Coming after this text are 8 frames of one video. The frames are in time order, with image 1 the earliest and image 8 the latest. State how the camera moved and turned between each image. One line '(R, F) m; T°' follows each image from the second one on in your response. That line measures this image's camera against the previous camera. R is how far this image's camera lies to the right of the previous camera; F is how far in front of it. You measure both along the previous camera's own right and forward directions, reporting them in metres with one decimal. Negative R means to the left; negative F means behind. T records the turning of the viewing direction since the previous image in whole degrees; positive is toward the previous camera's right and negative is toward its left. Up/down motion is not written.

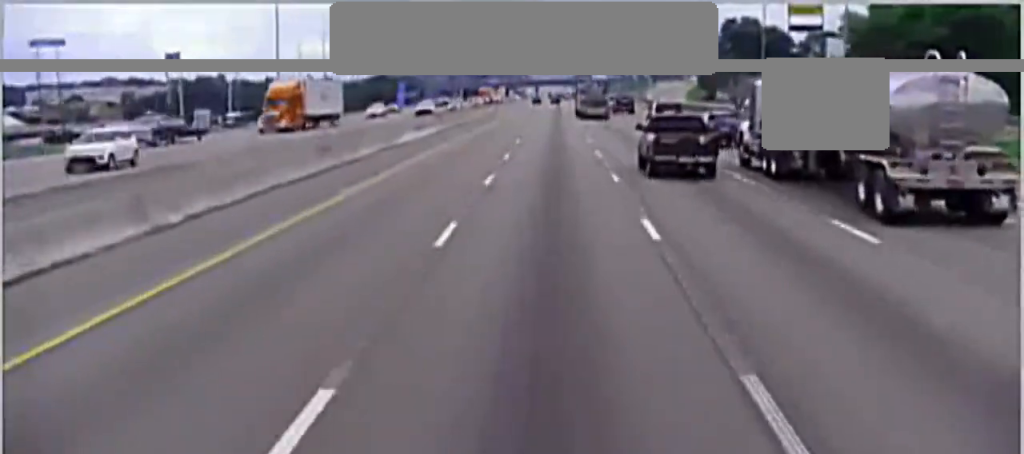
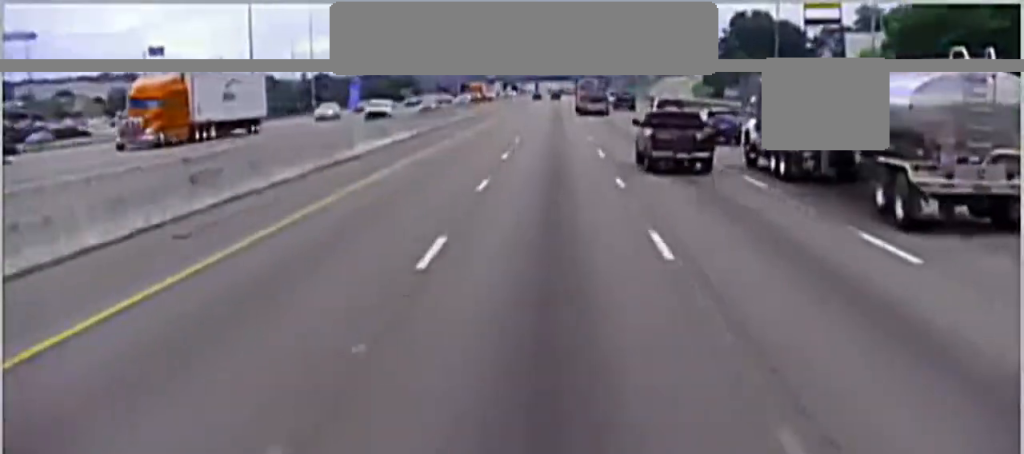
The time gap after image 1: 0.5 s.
(+0.2, +14.7) m; 0°
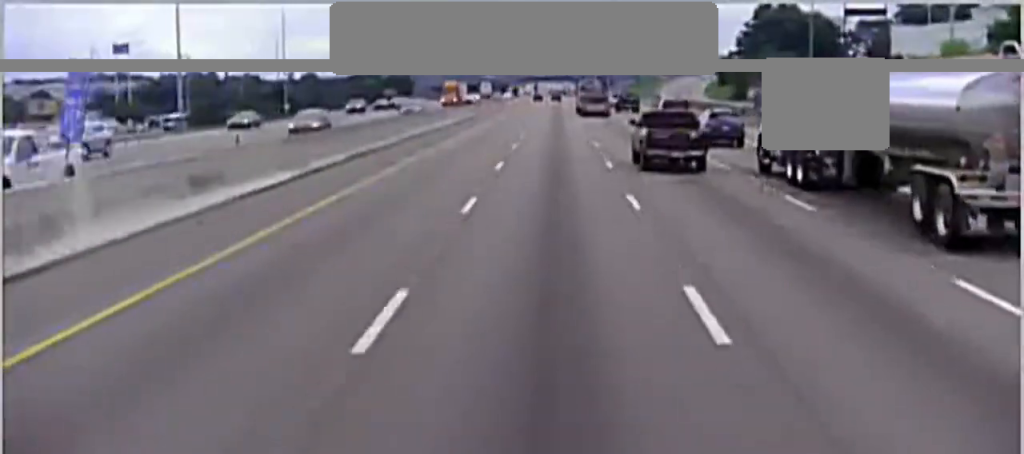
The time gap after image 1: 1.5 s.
(0.0, +30.5) m; 0°
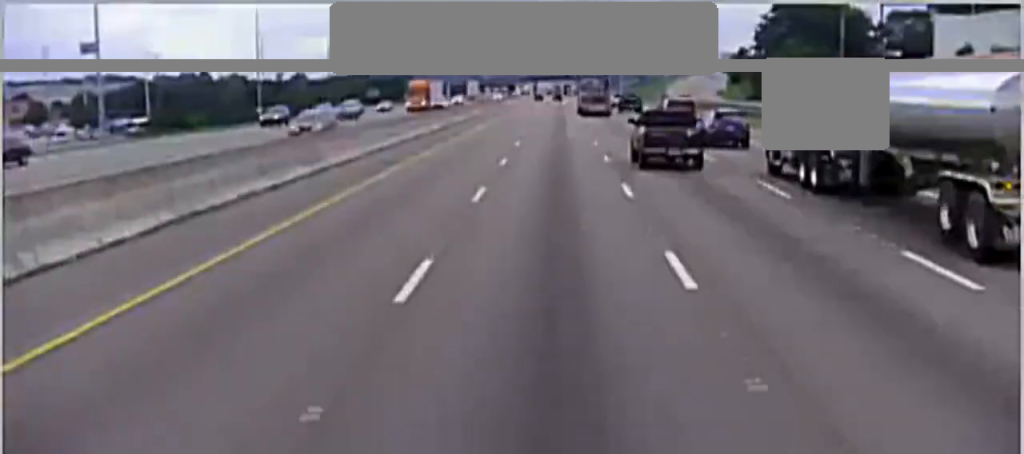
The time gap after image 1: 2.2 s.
(-0.1, +23.9) m; 0°
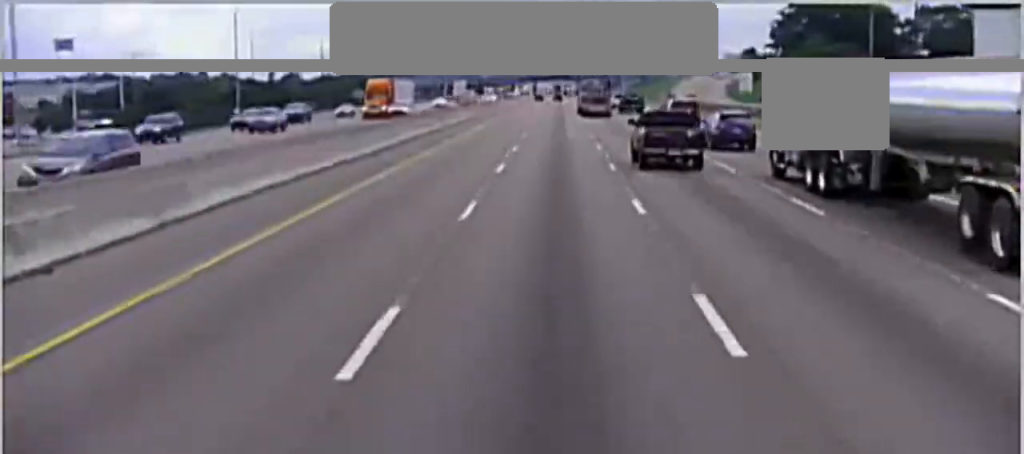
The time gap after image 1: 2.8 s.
(0.0, +18.4) m; 0°
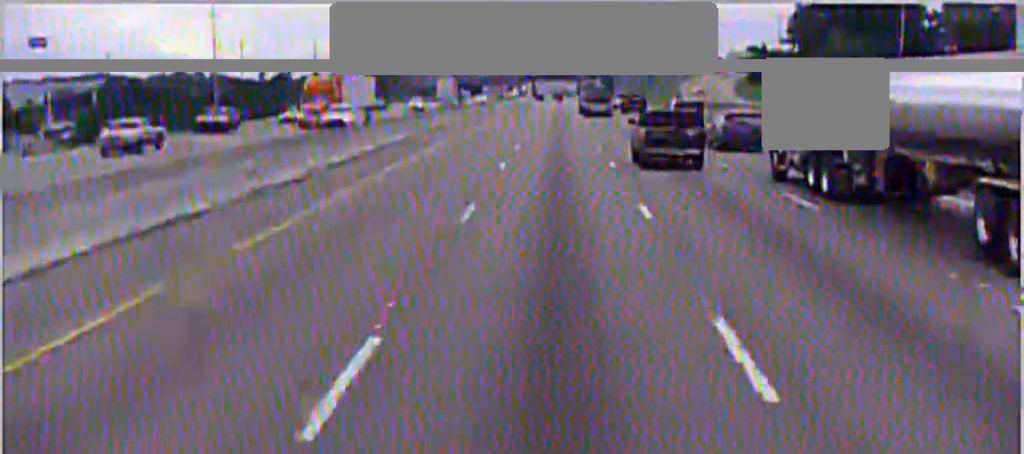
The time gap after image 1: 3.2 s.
(0.0, +16.1) m; 0°
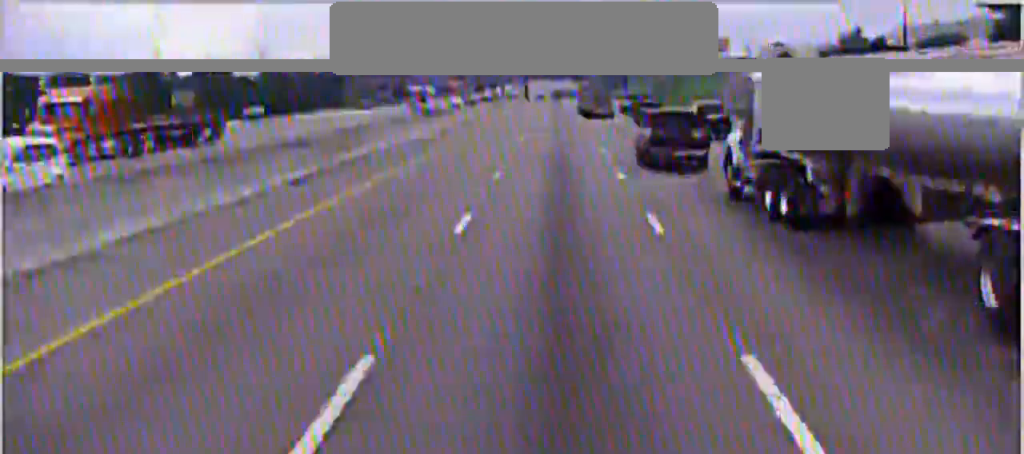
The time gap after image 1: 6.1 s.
(-0.5, +94.8) m; -1°
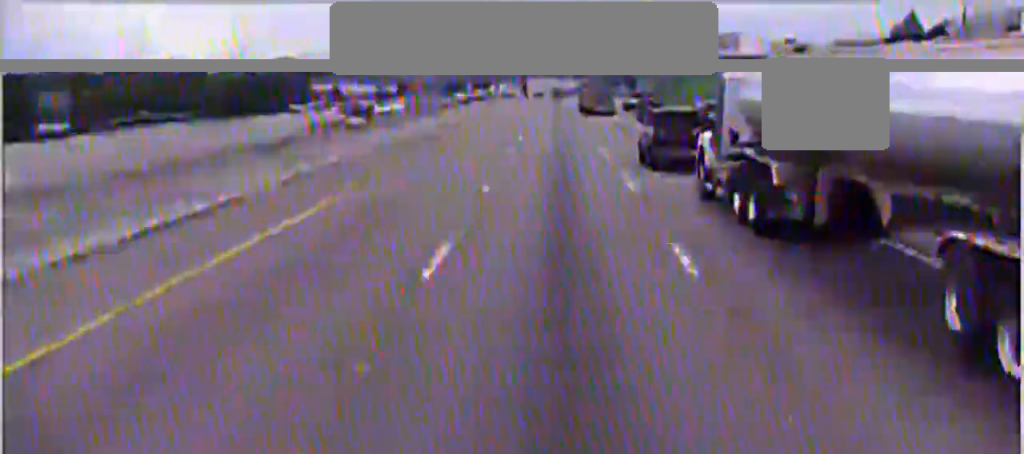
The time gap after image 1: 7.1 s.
(0.0, +29.7) m; 0°
